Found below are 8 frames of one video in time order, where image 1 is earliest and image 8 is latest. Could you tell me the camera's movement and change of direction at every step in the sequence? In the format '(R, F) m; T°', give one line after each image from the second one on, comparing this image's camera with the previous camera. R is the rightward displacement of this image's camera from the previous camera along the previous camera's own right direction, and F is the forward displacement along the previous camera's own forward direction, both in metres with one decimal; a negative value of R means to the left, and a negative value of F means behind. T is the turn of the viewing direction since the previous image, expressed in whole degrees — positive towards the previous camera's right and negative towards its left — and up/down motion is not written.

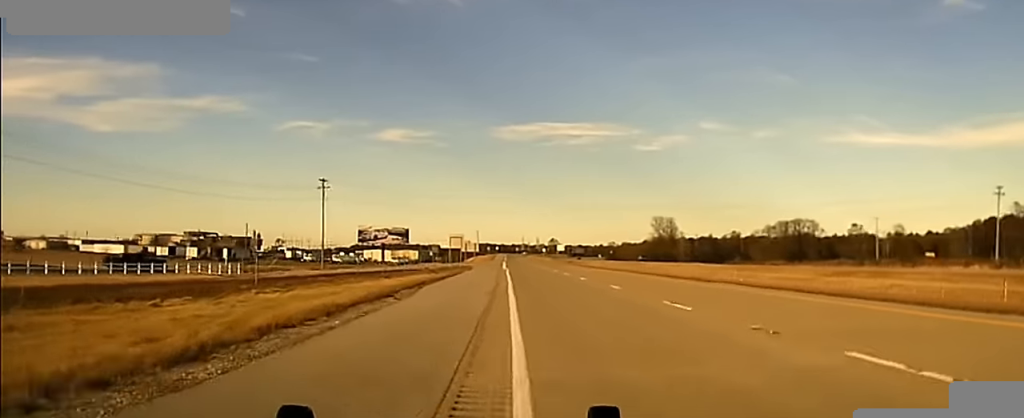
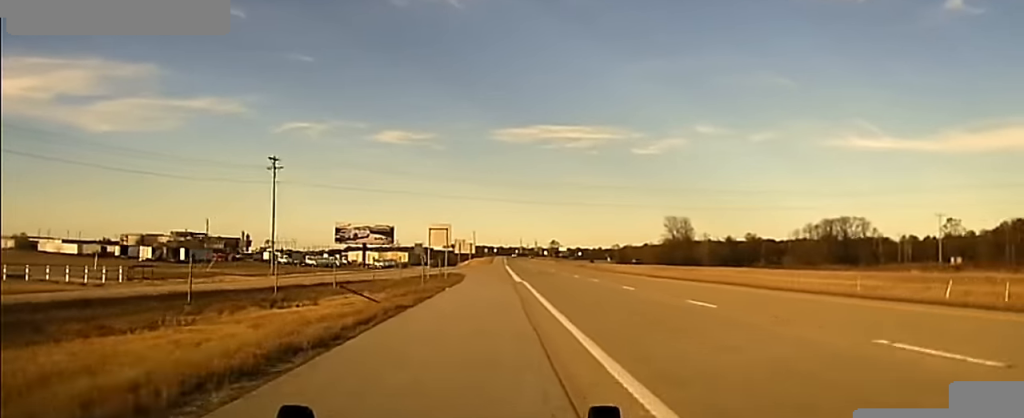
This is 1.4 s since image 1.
(-0.4, +43.8) m; -1°
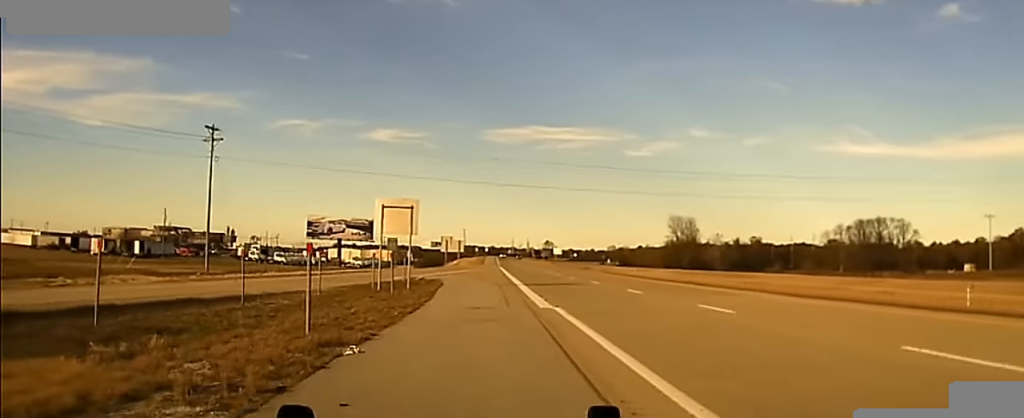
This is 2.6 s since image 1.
(0.0, +30.1) m; 0°
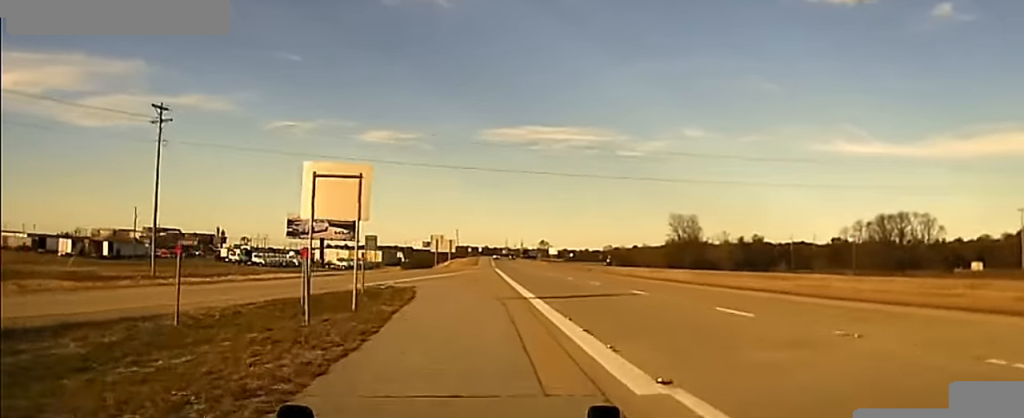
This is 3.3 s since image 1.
(0.0, +14.1) m; 0°
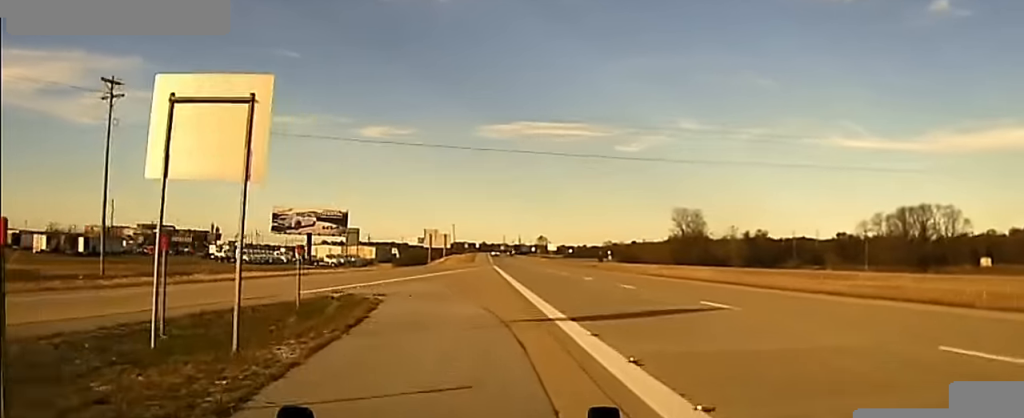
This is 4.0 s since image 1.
(+0.1, +9.8) m; +1°
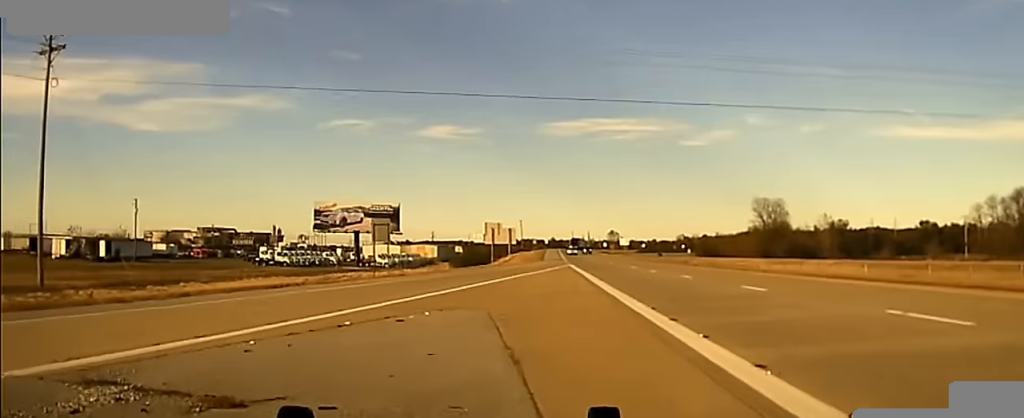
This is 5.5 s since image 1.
(0.0, +13.7) m; -5°
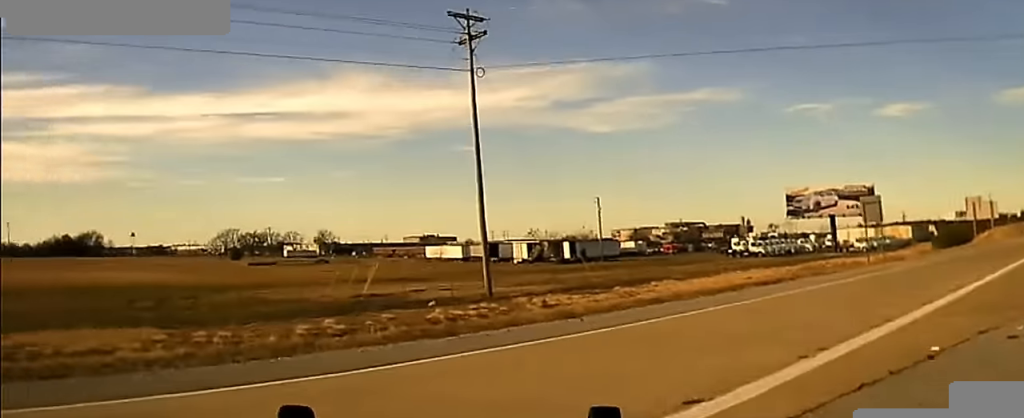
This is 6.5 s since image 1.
(-0.4, +4.5) m; -37°
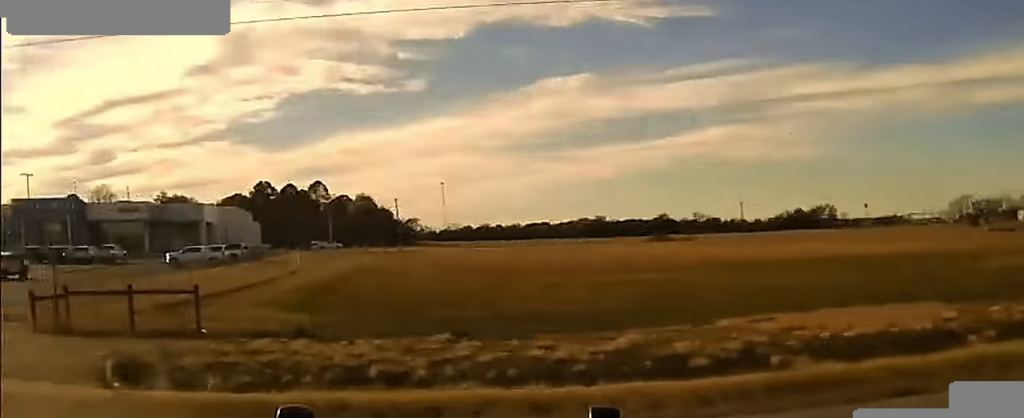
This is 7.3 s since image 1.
(-0.9, +2.3) m; -40°
